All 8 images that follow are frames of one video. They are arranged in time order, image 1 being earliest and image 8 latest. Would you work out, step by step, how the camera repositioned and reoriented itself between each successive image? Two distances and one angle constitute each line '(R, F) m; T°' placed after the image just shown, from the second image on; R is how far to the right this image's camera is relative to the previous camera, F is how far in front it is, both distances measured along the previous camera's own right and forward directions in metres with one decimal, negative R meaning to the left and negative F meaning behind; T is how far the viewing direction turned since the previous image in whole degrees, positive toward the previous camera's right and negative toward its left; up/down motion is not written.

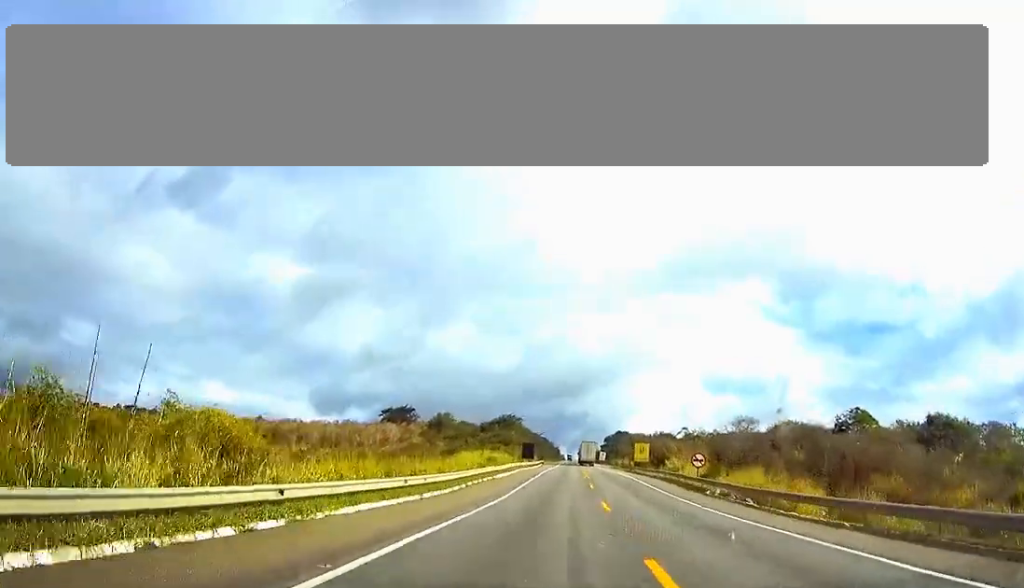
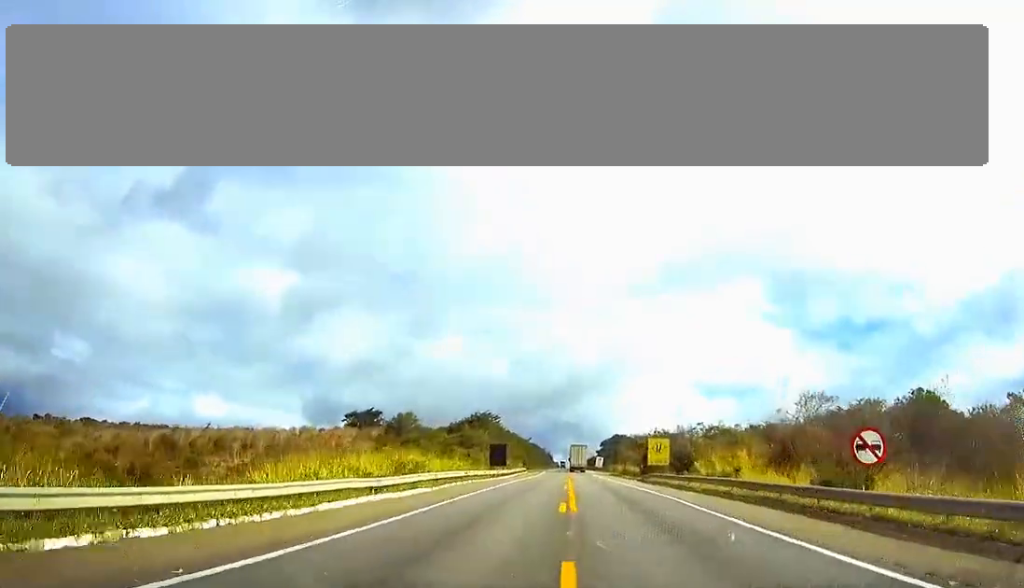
(0.0, +34.5) m; 0°
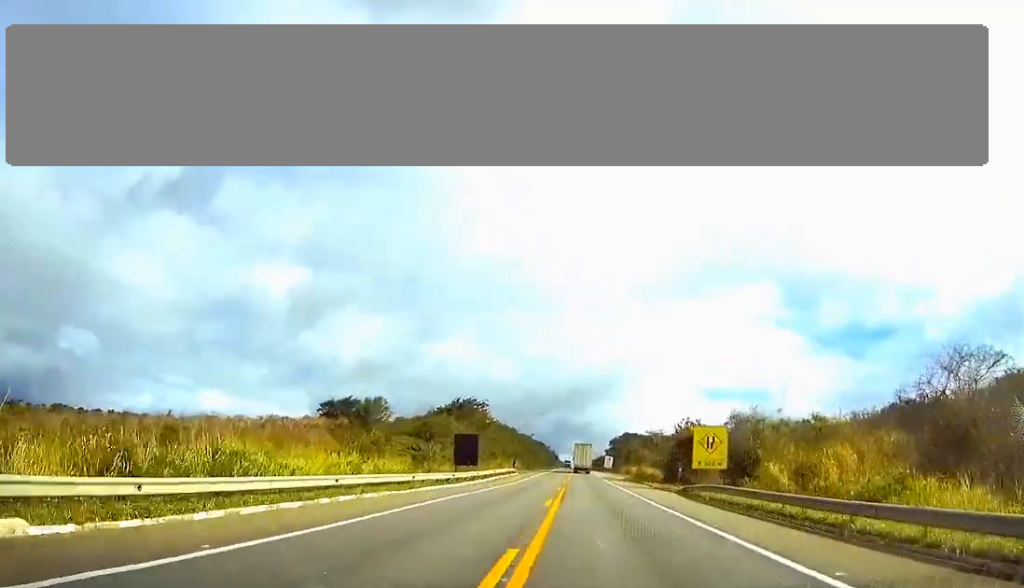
(0.0, +28.3) m; 0°
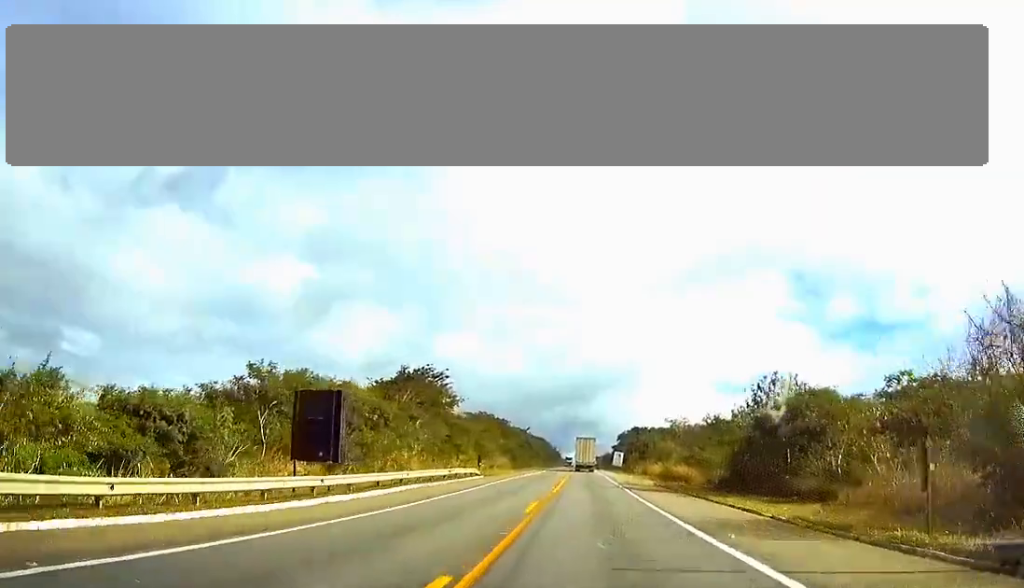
(-0.1, +36.6) m; 0°
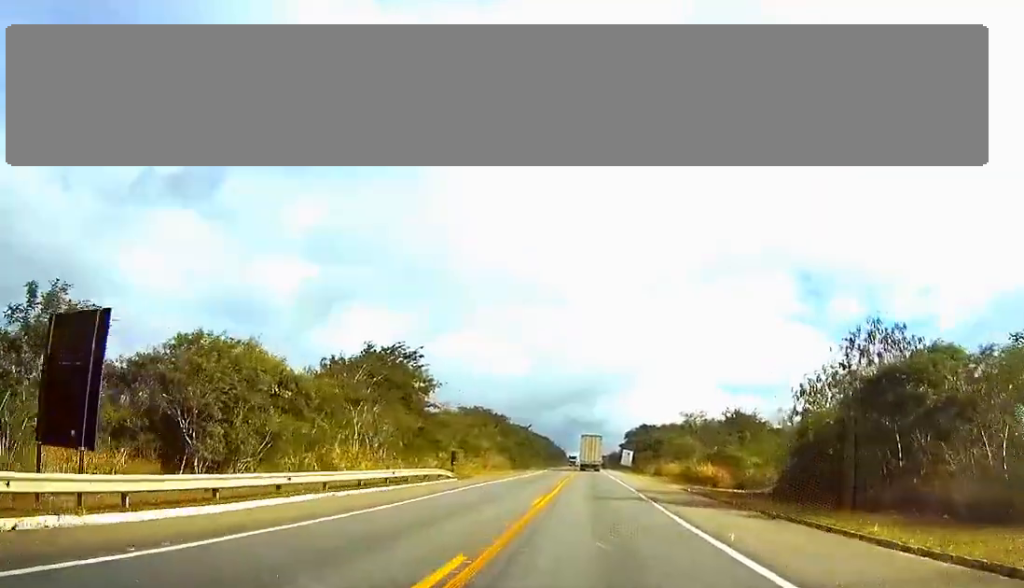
(0.0, +15.1) m; 0°
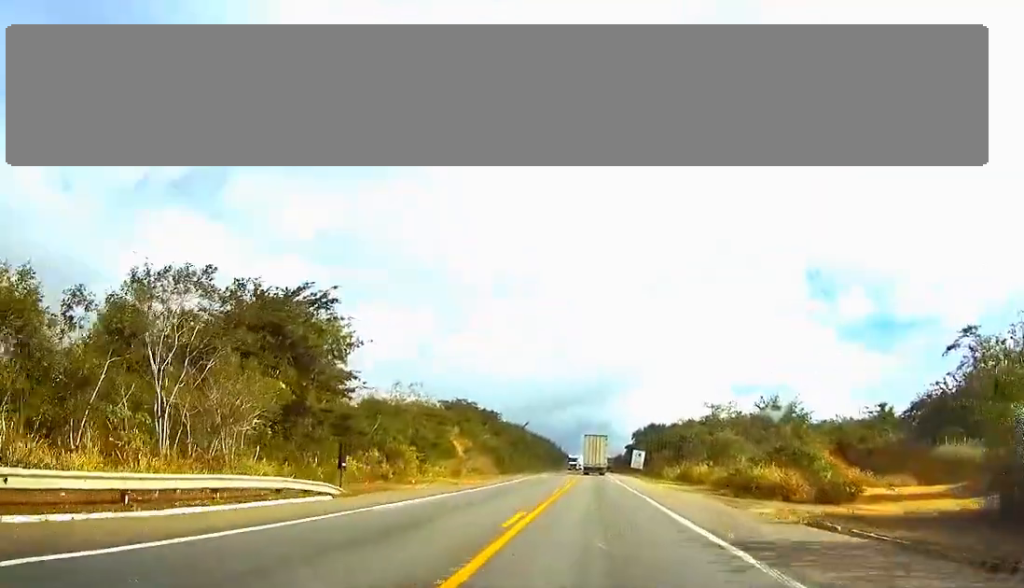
(-0.1, +24.2) m; 0°
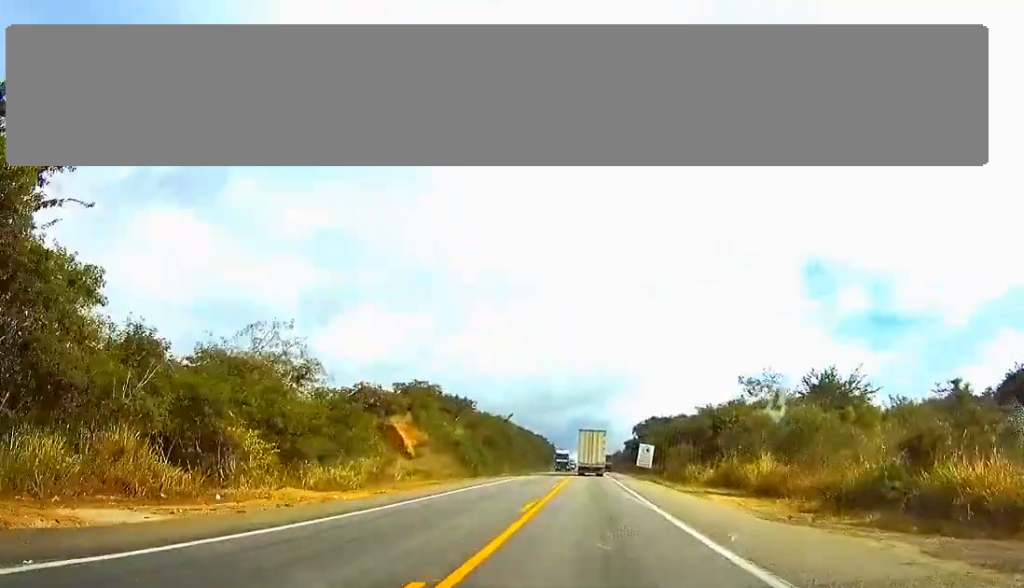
(-0.1, +27.9) m; 0°
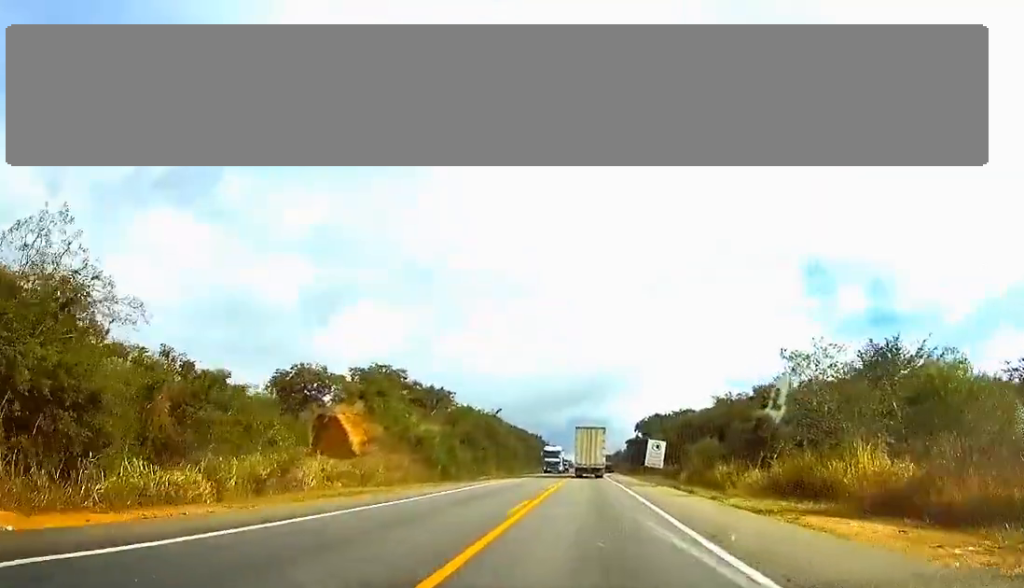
(+0.2, +18.4) m; 0°
